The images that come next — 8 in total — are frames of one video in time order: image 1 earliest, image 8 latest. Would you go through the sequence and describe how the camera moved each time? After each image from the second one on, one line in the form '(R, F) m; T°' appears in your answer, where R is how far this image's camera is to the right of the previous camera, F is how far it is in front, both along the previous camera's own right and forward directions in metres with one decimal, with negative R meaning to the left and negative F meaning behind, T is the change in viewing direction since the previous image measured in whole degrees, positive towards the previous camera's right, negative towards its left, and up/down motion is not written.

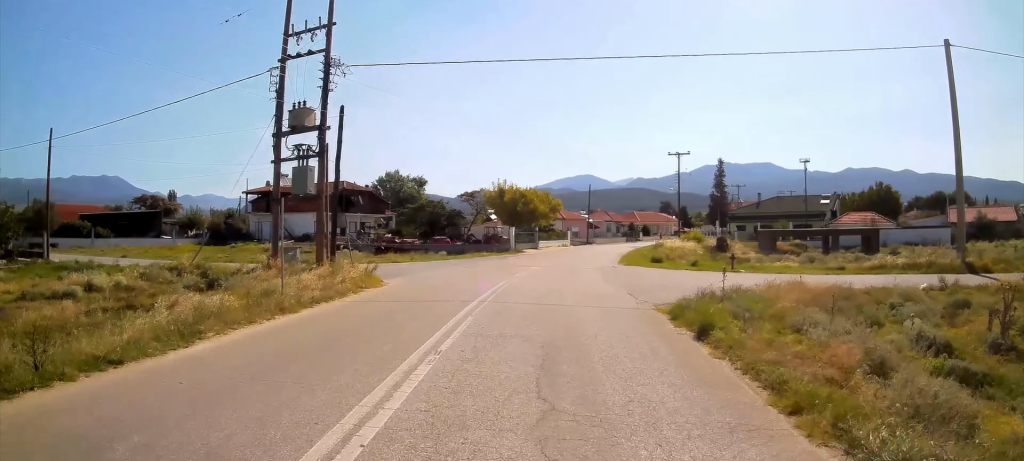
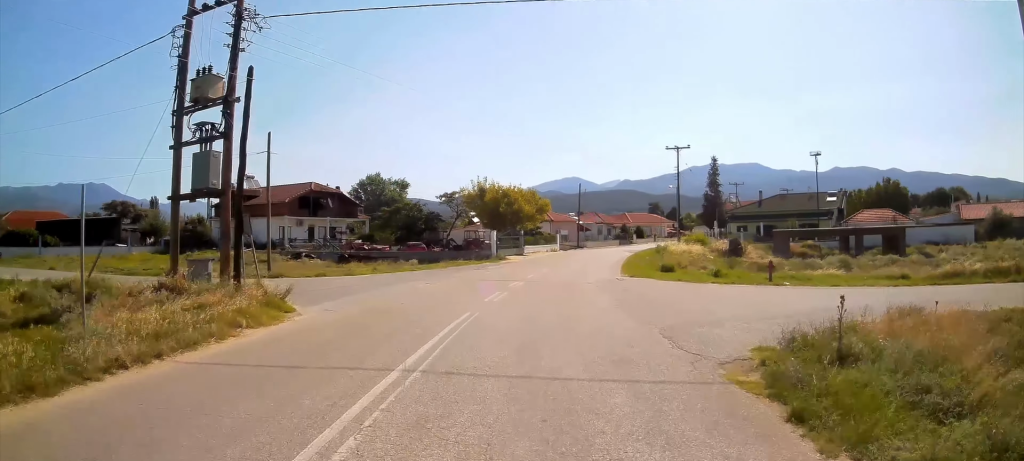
(+0.1, +6.3) m; +1°
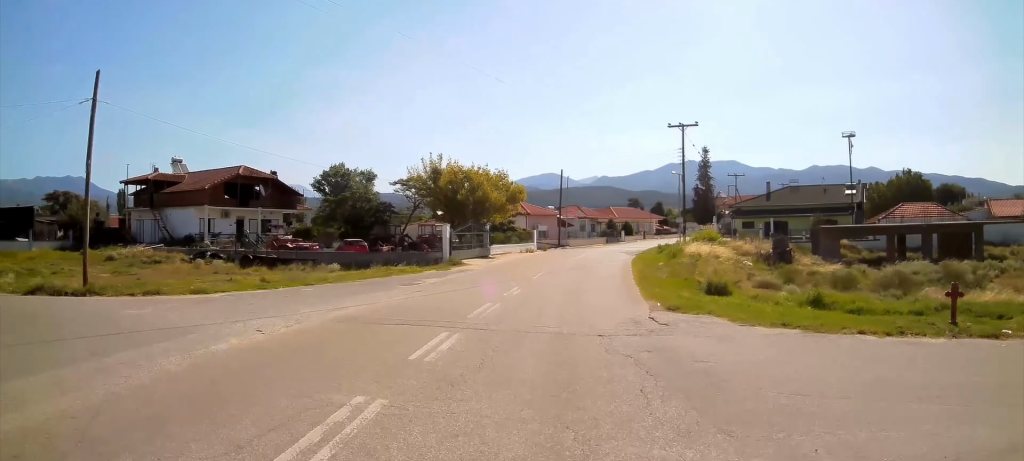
(-0.2, +11.6) m; +1°
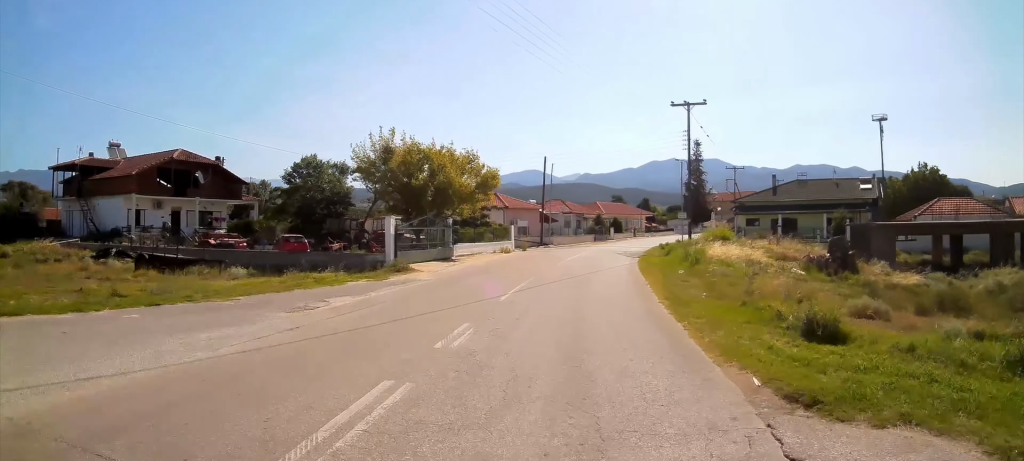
(+0.2, +7.9) m; +4°
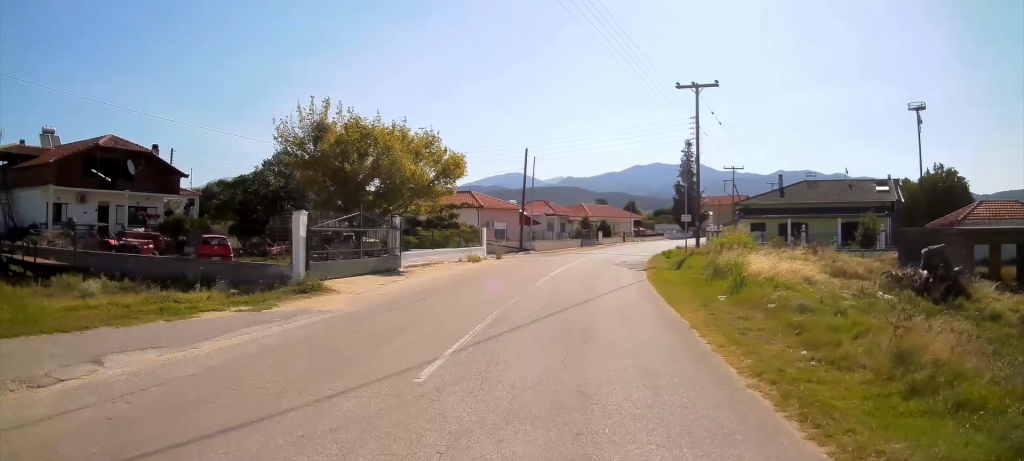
(+0.3, +7.0) m; +2°
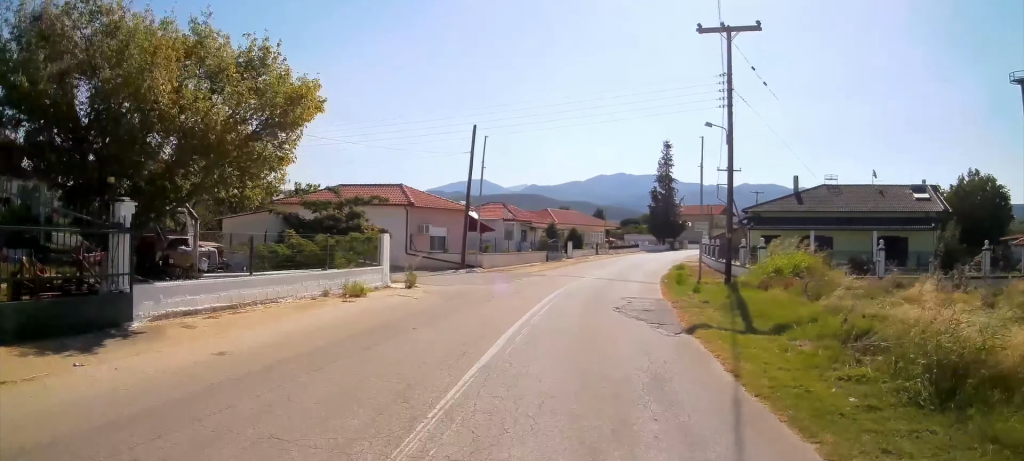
(+0.4, +12.6) m; +1°
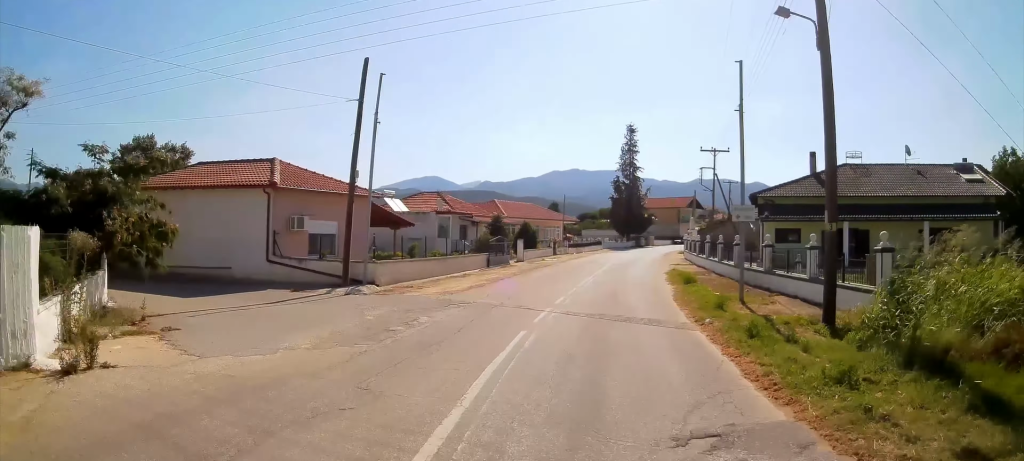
(-0.1, +12.1) m; +3°
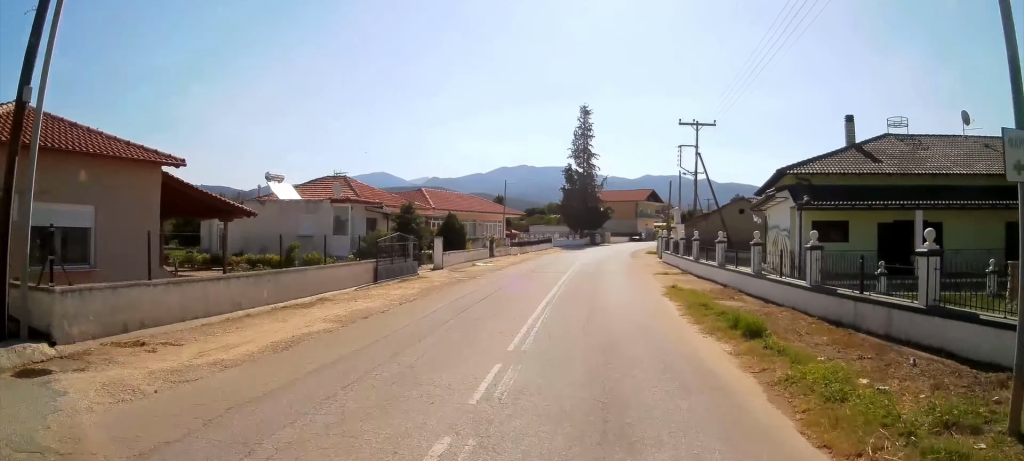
(+0.6, +11.9) m; +6°
